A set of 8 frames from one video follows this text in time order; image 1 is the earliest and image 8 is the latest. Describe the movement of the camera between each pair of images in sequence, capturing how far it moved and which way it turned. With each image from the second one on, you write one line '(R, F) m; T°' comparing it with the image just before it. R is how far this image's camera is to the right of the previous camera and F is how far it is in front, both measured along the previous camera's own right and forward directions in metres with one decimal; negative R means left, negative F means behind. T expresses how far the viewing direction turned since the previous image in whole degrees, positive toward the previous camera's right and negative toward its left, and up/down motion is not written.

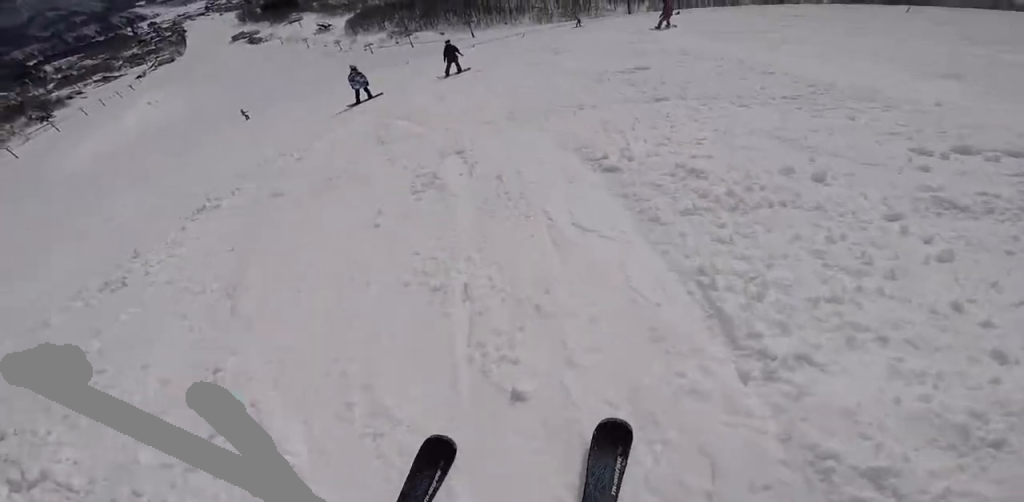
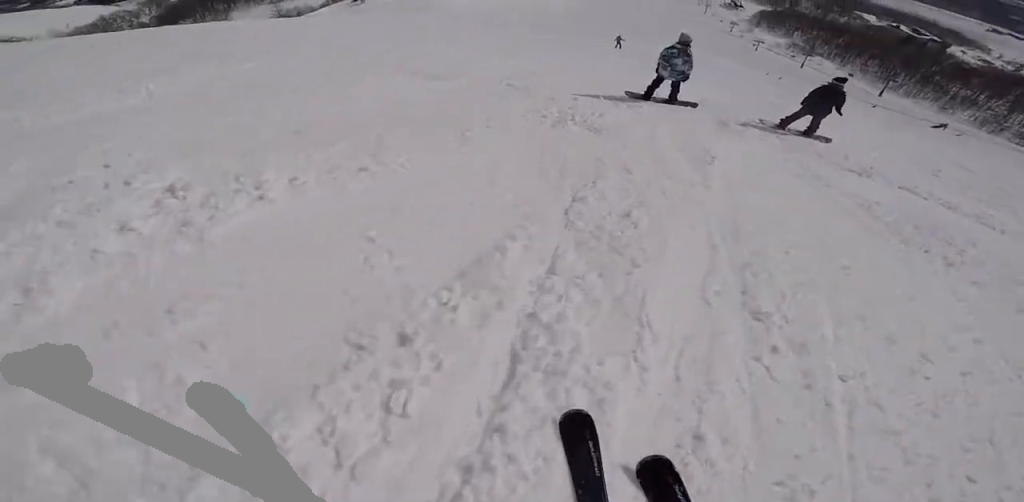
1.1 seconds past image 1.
(-0.7, +6.2) m; -24°
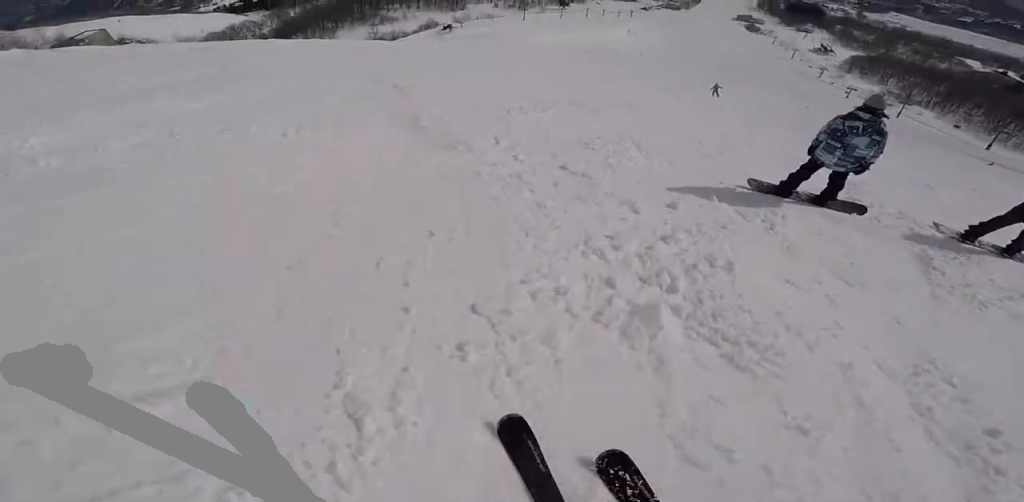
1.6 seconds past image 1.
(-0.1, +2.7) m; -15°
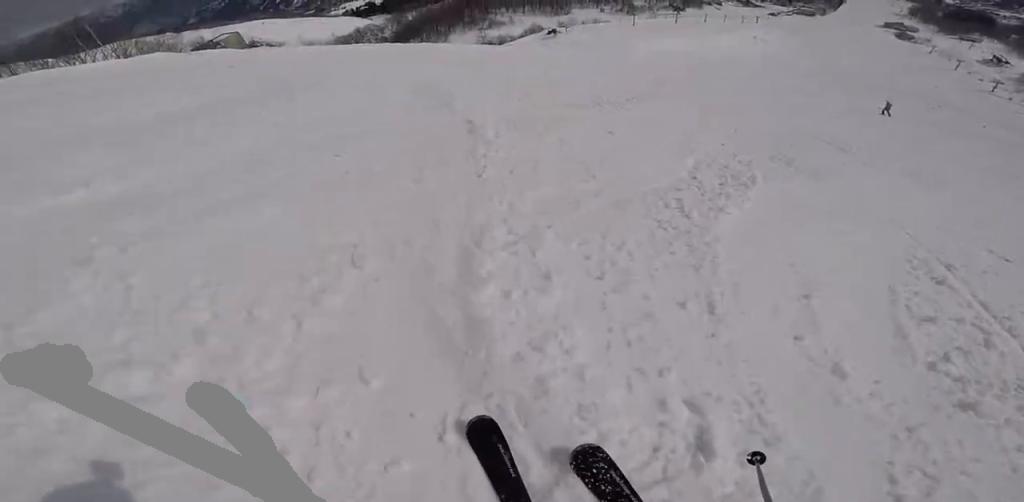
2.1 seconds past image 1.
(-0.8, +3.5) m; +9°
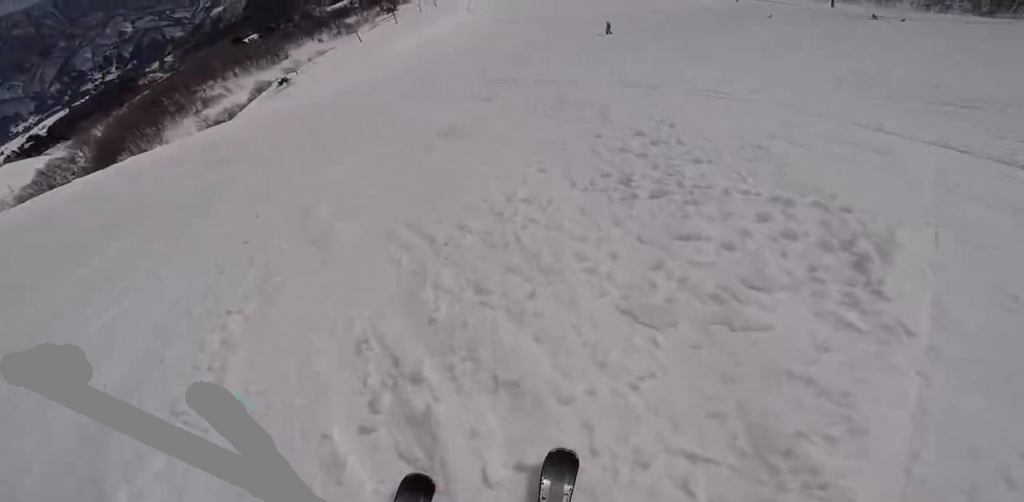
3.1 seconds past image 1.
(+1.1, +5.1) m; +28°
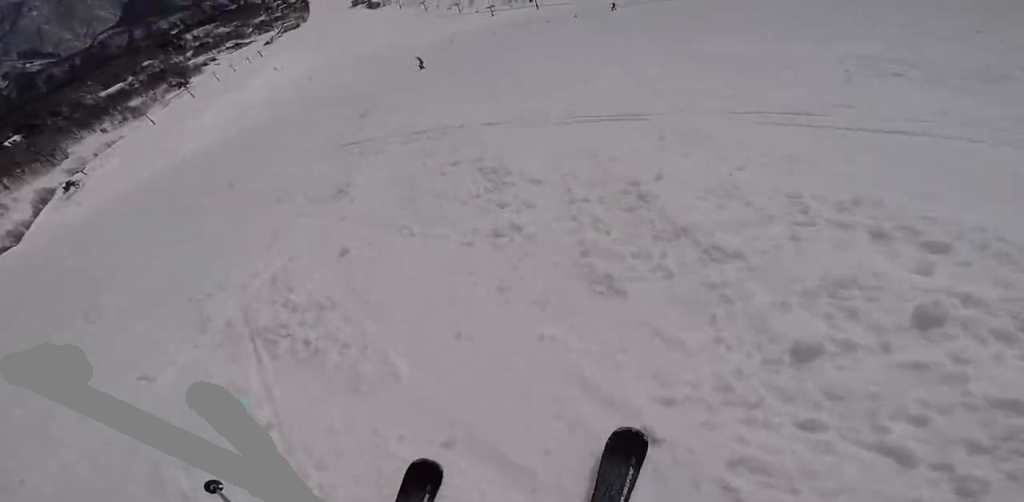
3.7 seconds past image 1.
(+0.9, +3.3) m; +15°
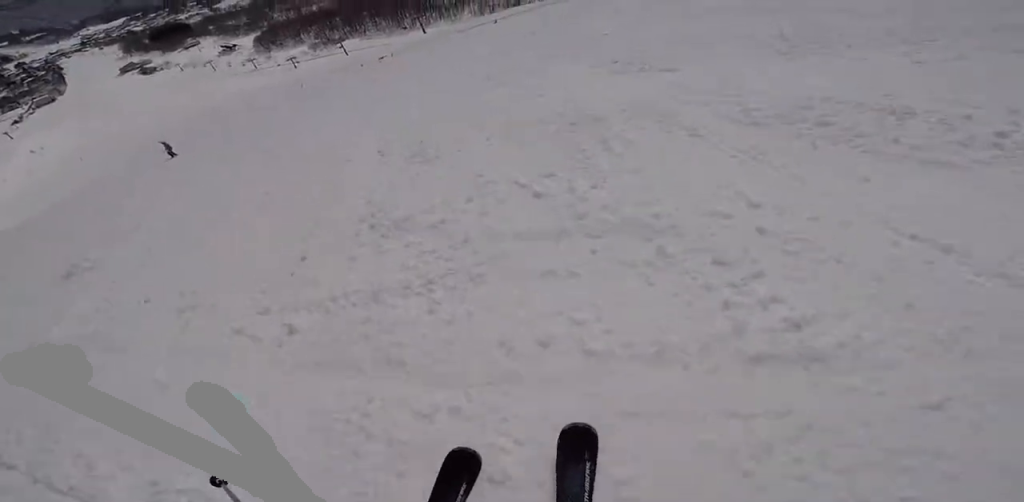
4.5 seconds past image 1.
(+0.1, +5.0) m; -6°
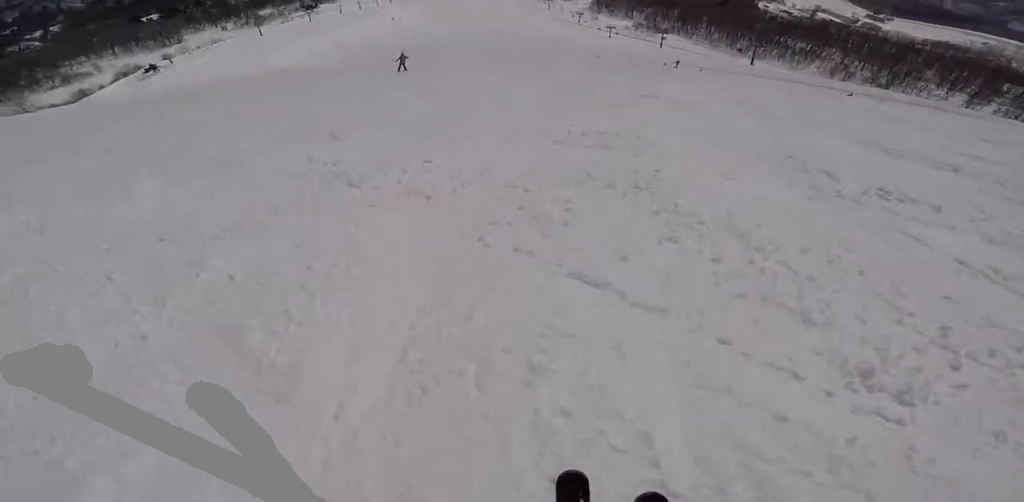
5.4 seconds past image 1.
(-0.7, +5.2) m; -16°
